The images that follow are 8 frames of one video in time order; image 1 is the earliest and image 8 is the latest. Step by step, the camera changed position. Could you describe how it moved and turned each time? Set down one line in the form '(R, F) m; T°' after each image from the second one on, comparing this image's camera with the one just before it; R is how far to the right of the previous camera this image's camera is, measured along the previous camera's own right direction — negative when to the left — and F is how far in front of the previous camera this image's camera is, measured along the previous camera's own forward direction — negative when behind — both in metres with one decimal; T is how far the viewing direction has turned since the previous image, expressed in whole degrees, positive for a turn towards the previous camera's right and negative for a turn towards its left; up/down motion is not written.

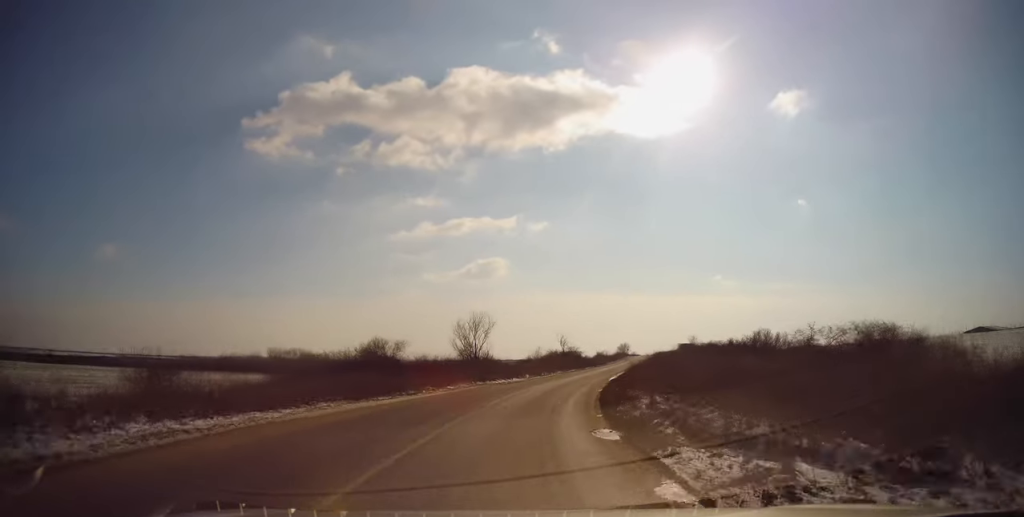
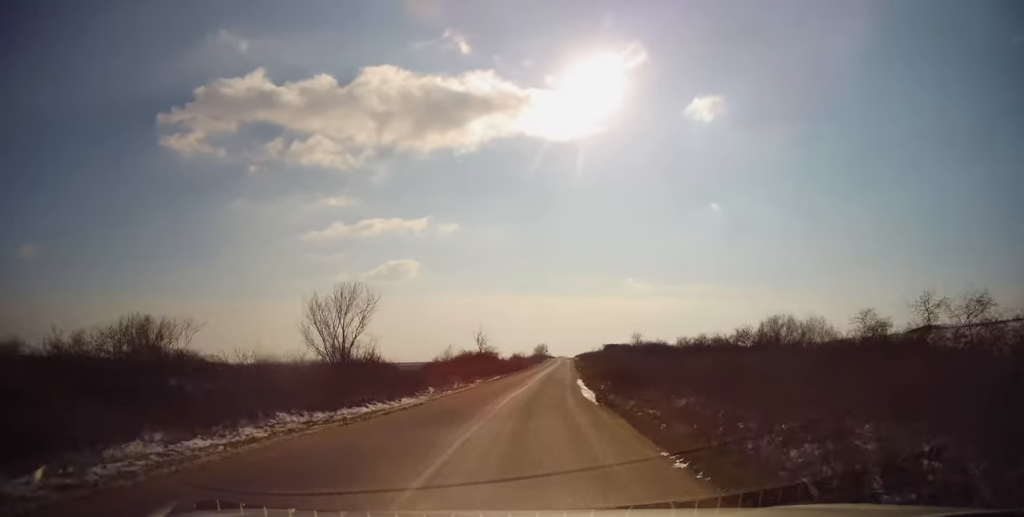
(+1.3, +16.5) m; +8°
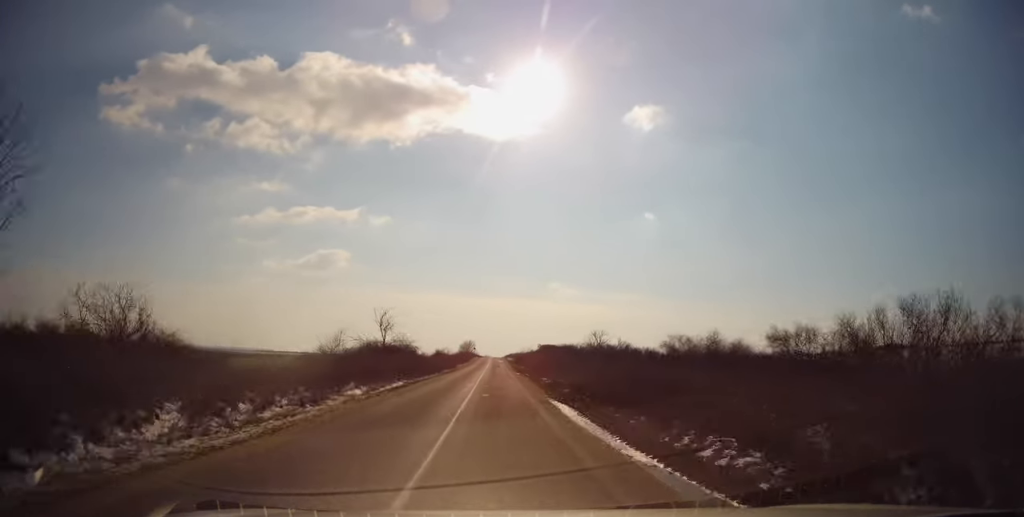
(+1.3, +17.5) m; +6°
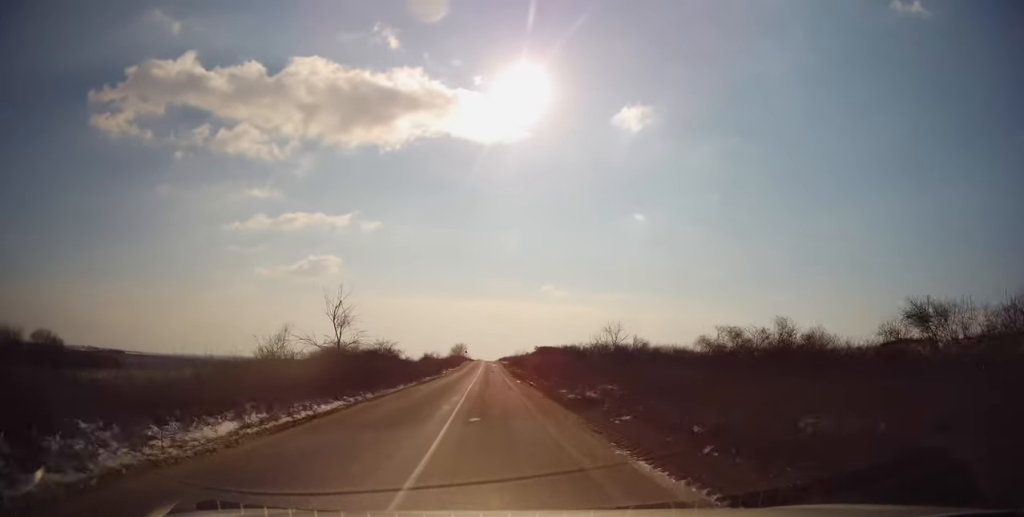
(+0.3, +9.7) m; +2°
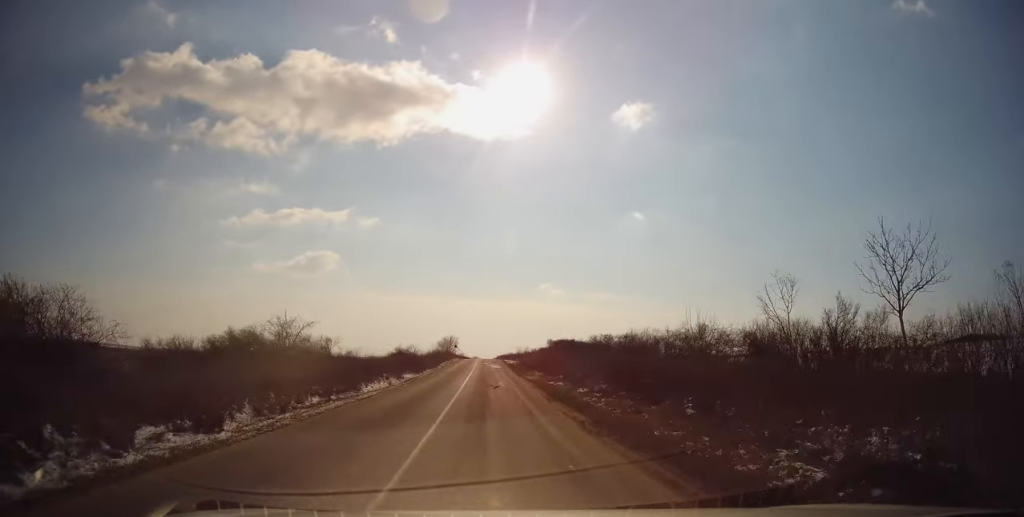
(+0.8, +32.9) m; +1°
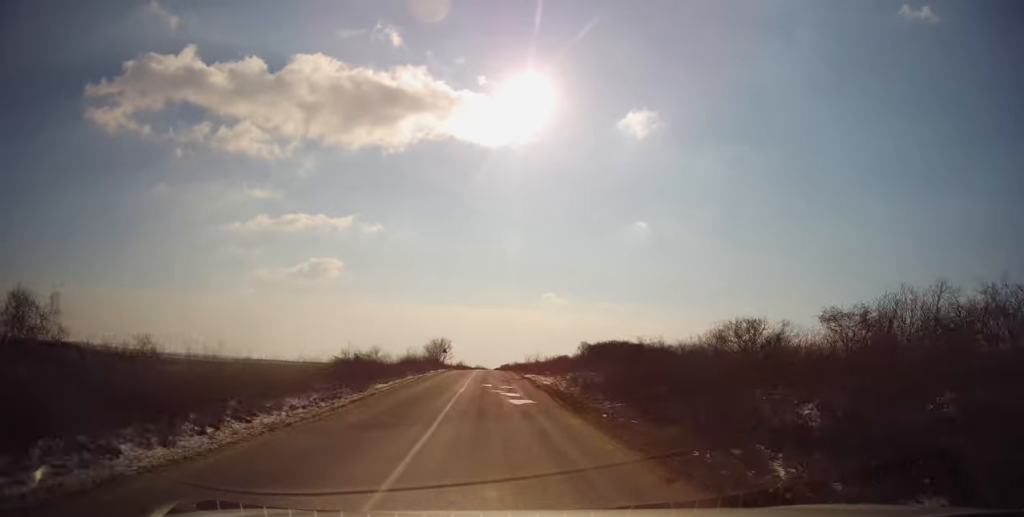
(0.0, +30.9) m; 0°
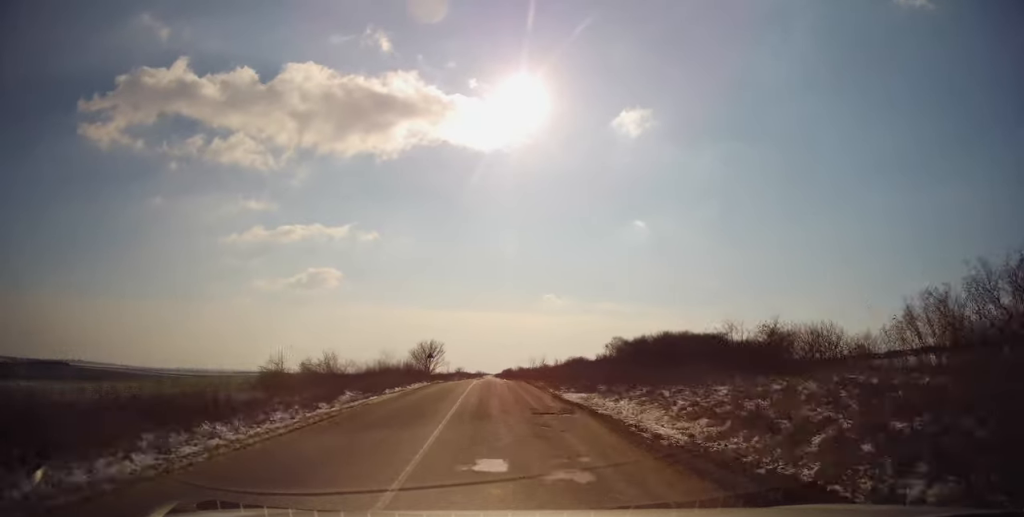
(0.0, +16.4) m; 0°
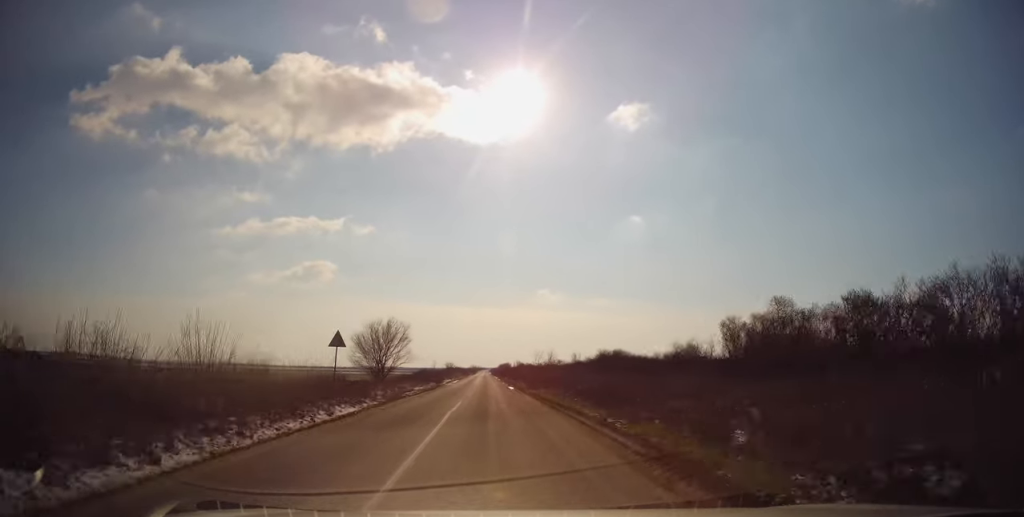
(-0.1, +27.6) m; 0°
